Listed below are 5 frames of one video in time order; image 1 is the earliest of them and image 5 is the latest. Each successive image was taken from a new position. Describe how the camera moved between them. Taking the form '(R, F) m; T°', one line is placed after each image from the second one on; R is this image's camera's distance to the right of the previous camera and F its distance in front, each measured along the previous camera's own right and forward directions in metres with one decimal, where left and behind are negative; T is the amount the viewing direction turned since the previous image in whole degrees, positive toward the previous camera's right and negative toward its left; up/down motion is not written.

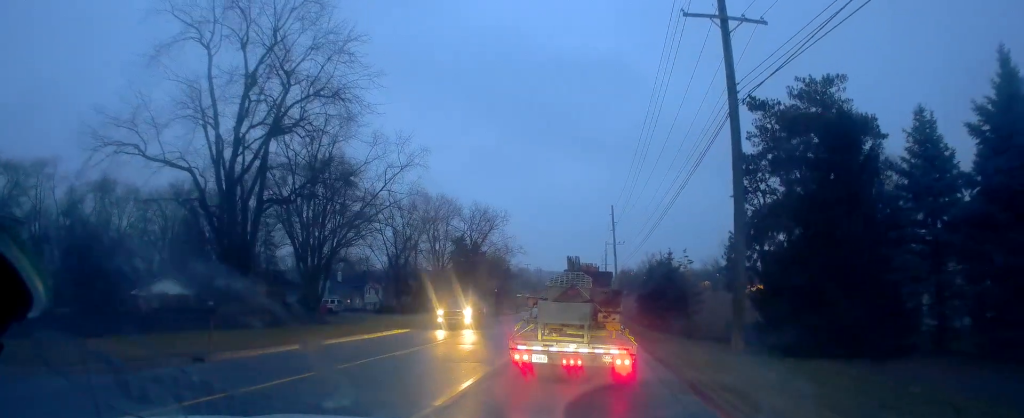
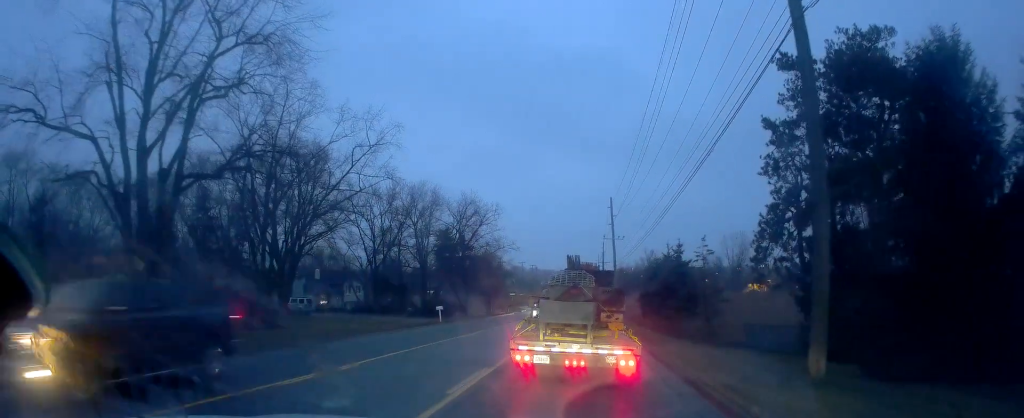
(0.0, +6.7) m; -3°
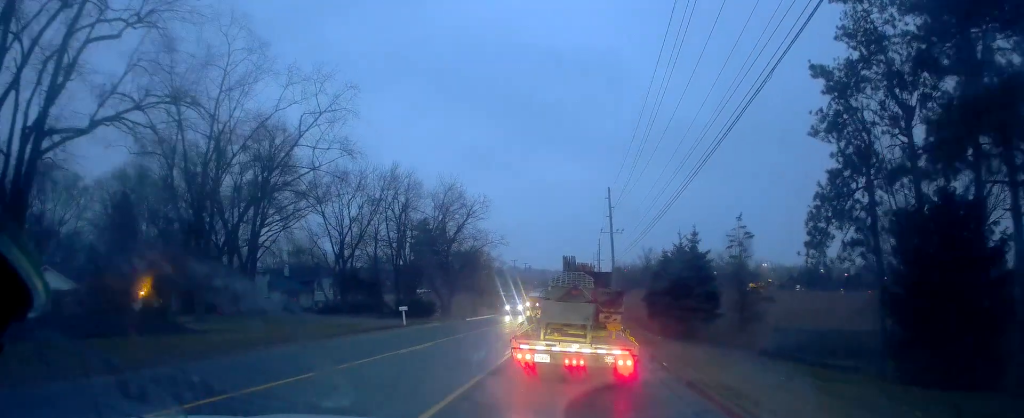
(-0.3, +8.1) m; 0°
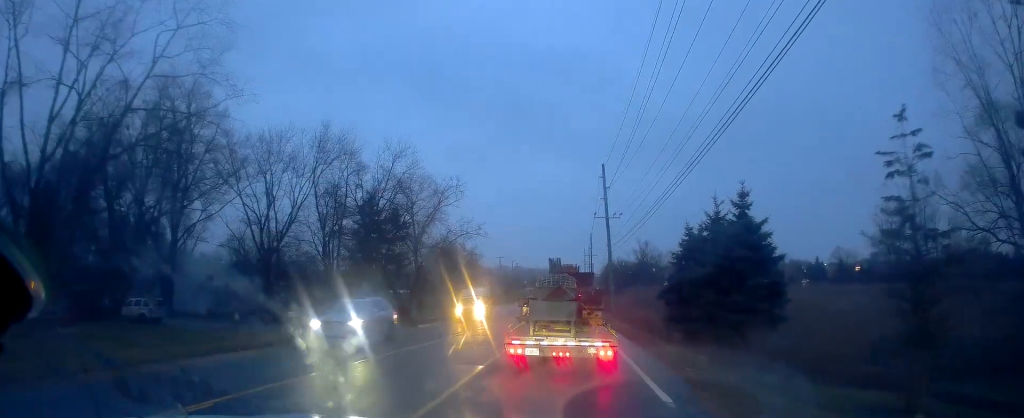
(+0.7, +13.5) m; +3°
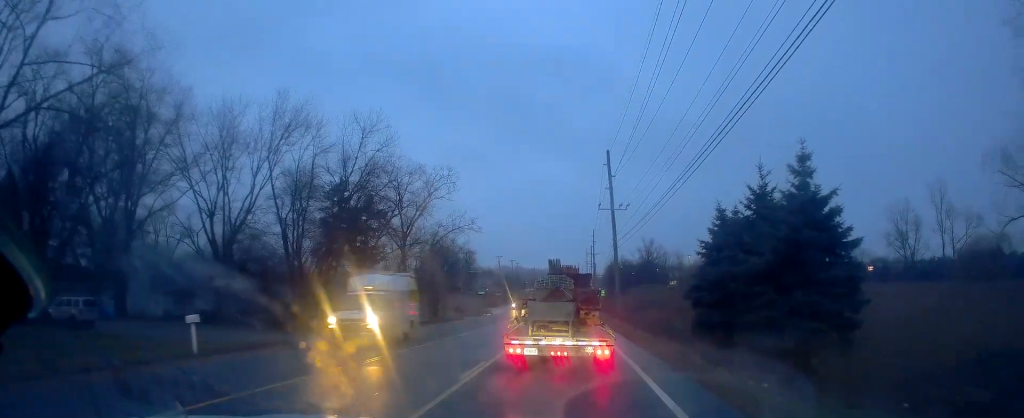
(0.0, +6.6) m; 0°
